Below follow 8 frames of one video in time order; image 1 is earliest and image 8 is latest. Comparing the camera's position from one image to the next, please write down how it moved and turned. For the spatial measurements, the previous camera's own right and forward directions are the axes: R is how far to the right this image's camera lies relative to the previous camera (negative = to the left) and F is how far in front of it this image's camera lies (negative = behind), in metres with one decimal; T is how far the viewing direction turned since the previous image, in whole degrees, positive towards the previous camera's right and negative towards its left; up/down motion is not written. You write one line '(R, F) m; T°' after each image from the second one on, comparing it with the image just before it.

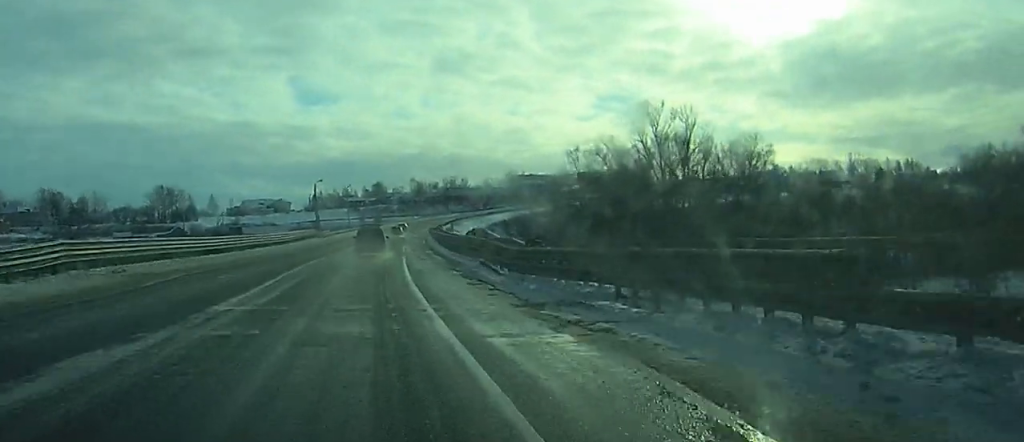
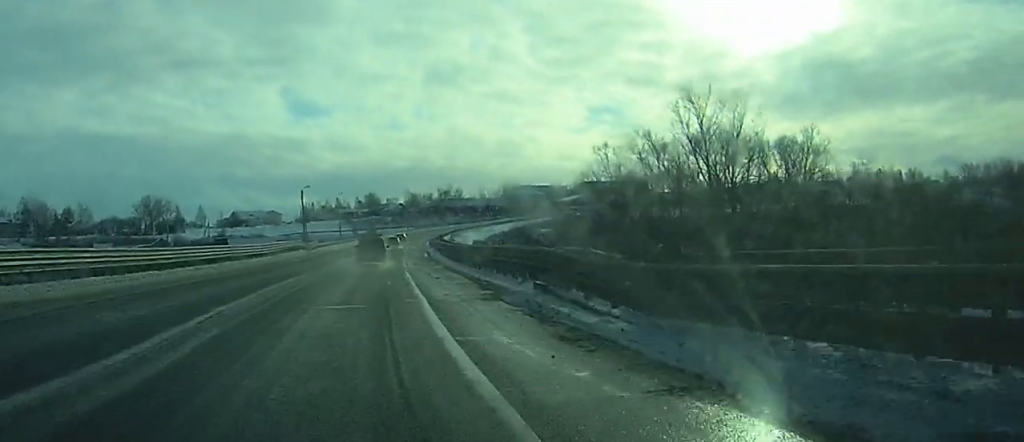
(+0.1, +11.8) m; +1°
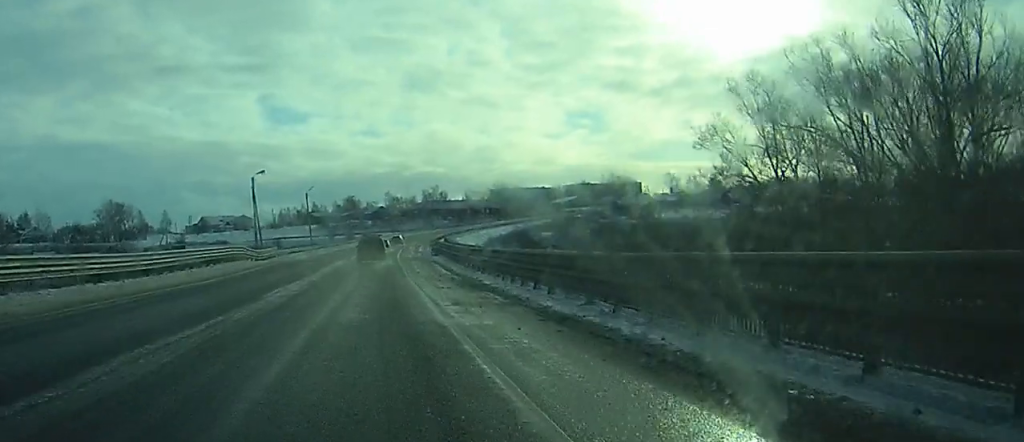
(+0.8, +29.2) m; +3°
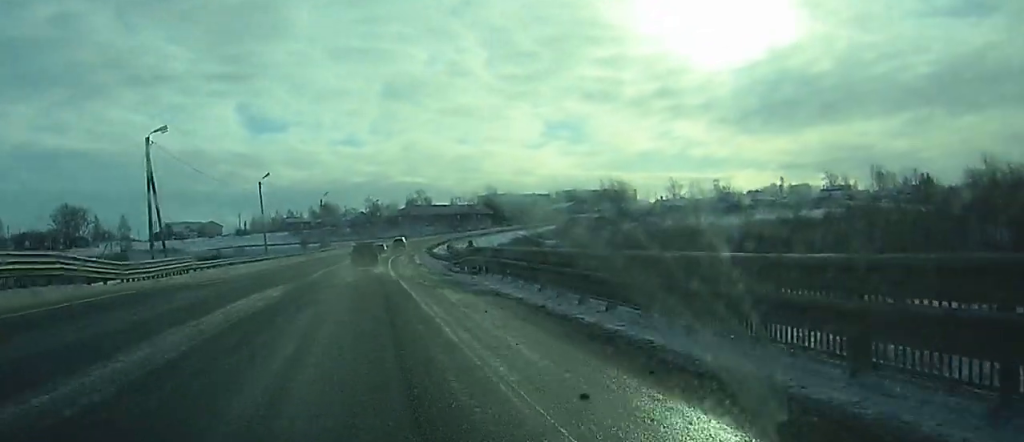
(+0.4, +31.5) m; +2°
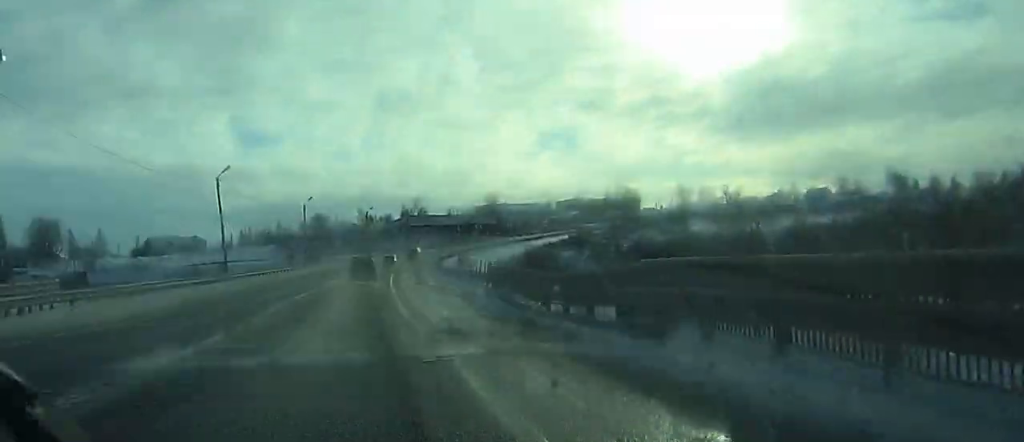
(+0.3, +20.5) m; +1°
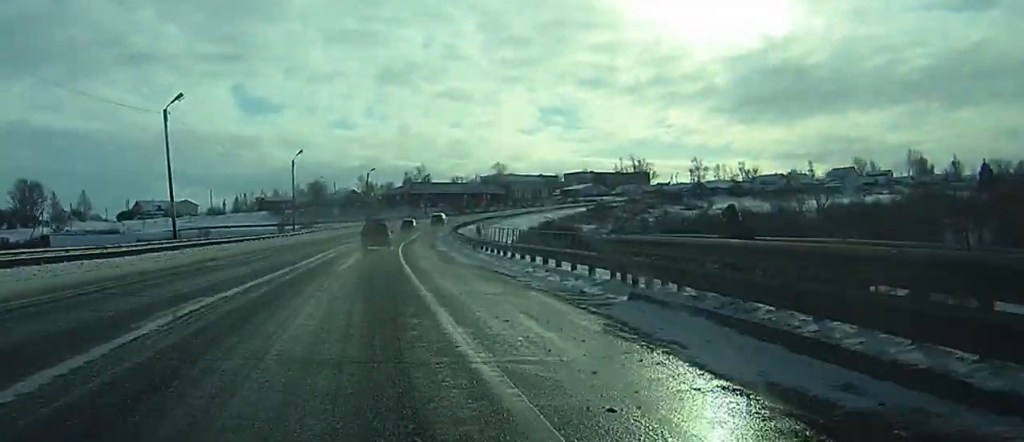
(-0.1, +17.8) m; 0°
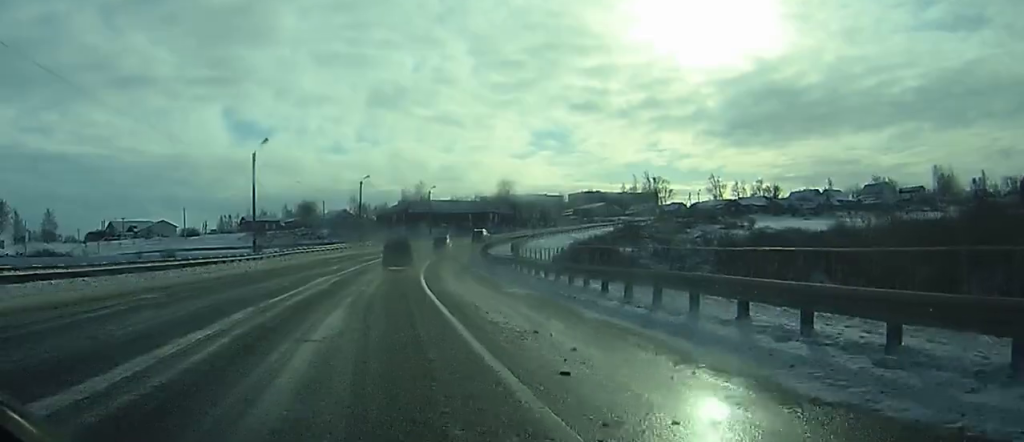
(0.0, +26.4) m; 0°
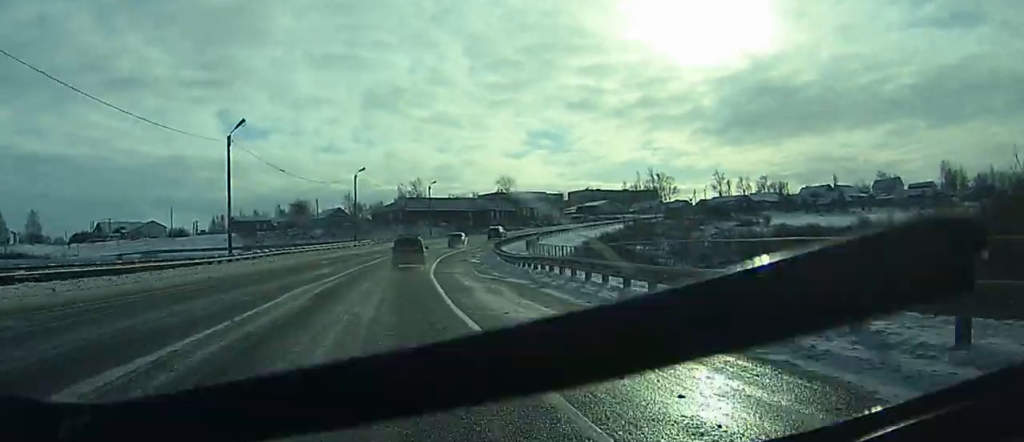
(0.0, +9.2) m; +1°
